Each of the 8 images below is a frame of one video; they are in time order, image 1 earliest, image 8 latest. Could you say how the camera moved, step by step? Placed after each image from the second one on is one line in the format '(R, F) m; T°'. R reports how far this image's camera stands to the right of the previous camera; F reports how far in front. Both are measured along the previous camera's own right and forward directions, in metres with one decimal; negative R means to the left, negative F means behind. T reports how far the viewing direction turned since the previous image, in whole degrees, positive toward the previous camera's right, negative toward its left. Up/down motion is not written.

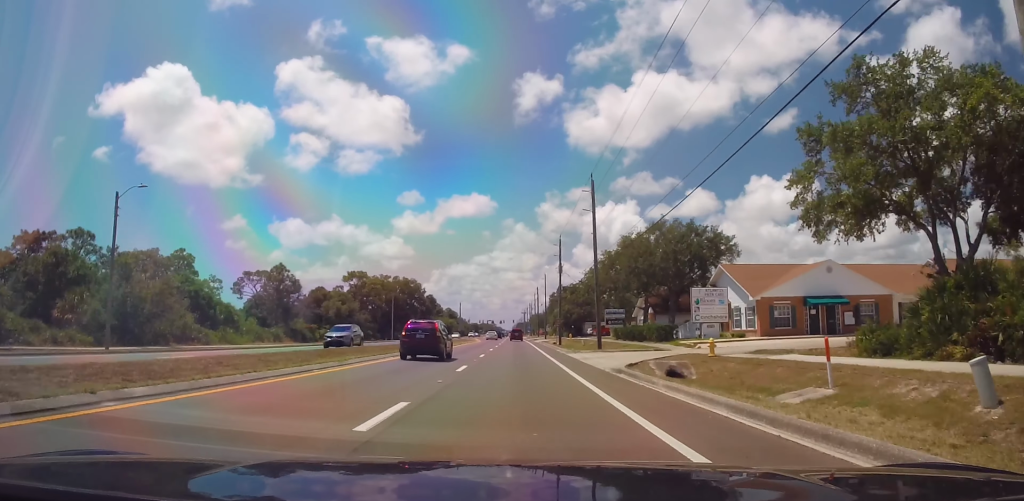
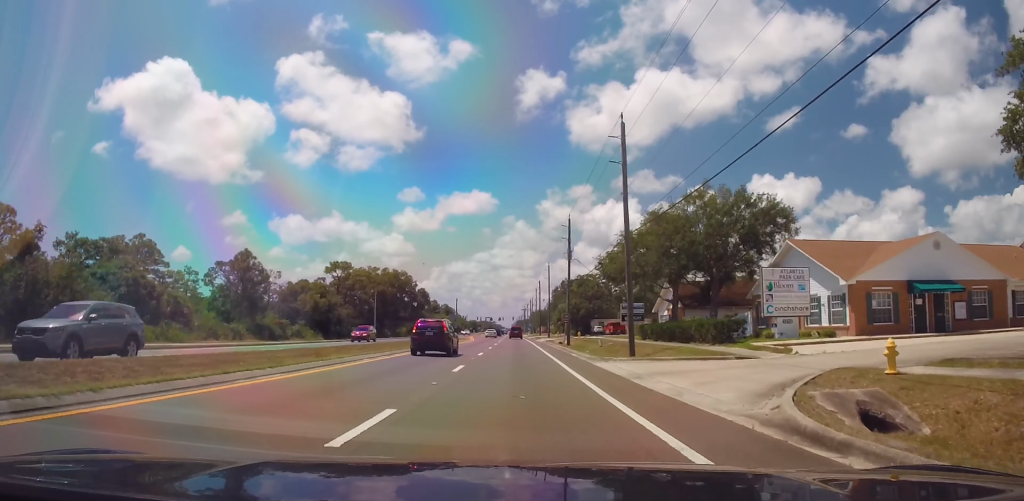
(-0.1, +13.6) m; 0°
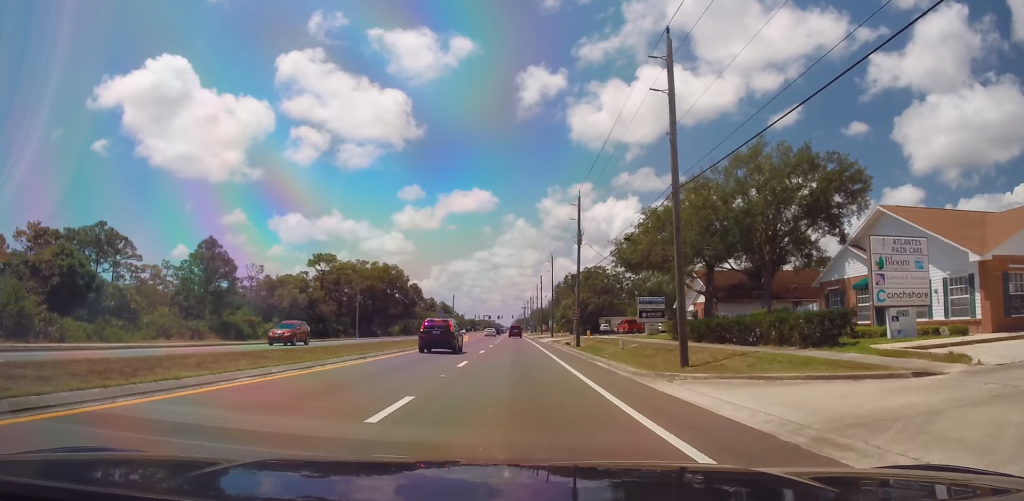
(-0.3, +10.8) m; 0°
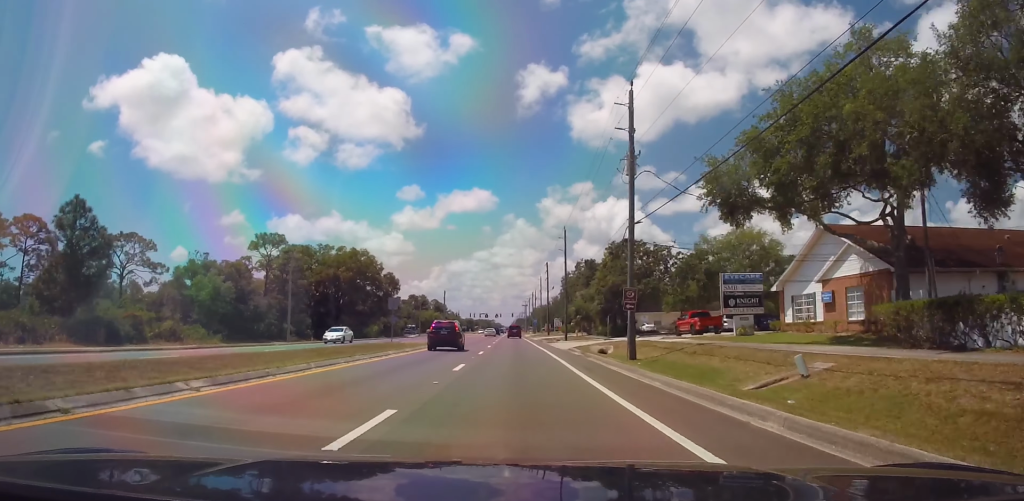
(+0.5, +27.0) m; +1°
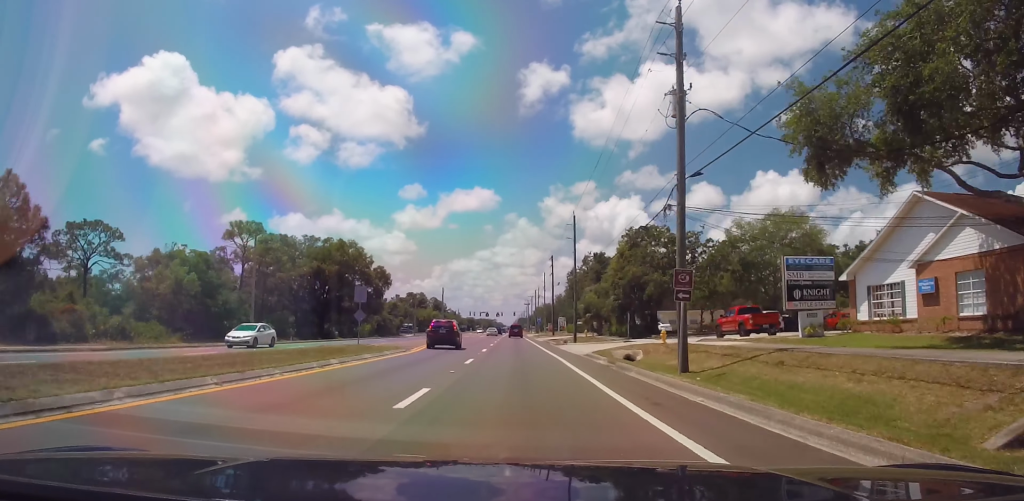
(0.0, +9.0) m; 0°
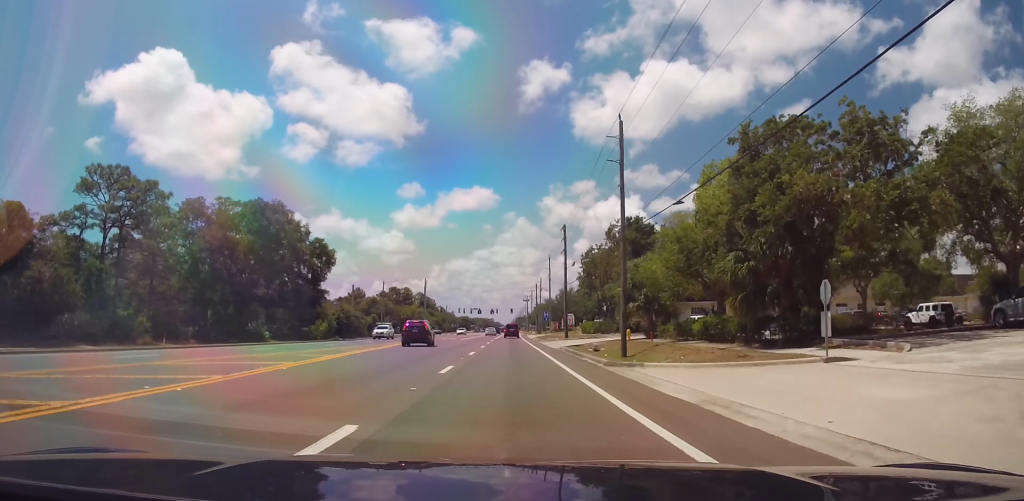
(0.0, +29.7) m; 0°
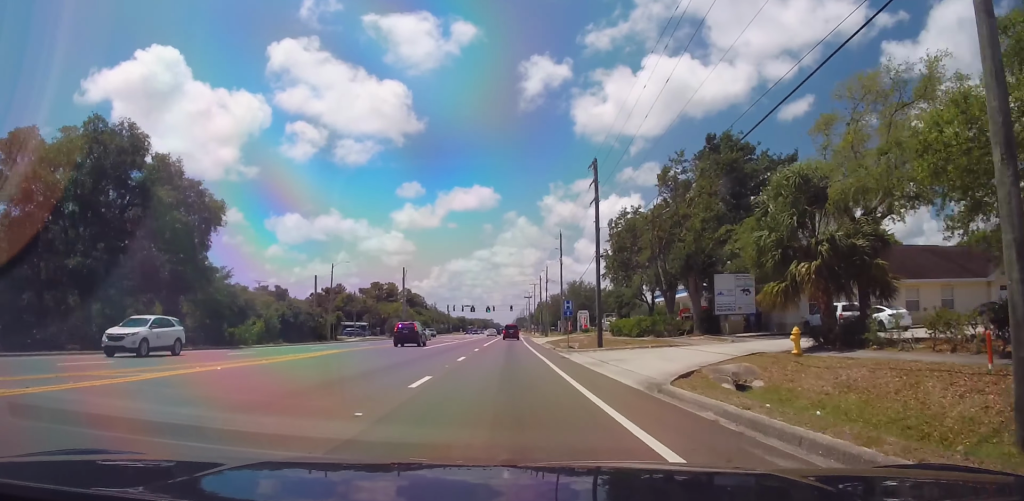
(0.0, +27.7) m; 0°
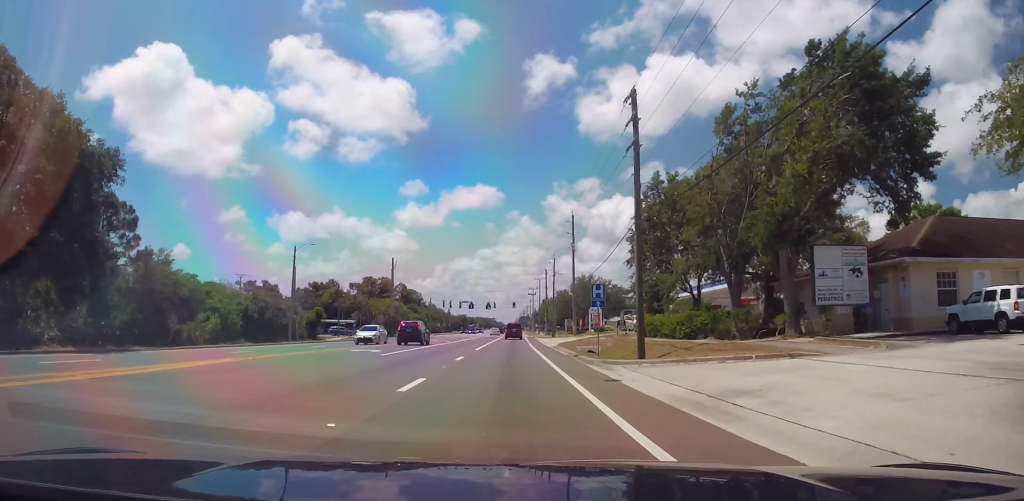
(0.0, +13.3) m; 0°
